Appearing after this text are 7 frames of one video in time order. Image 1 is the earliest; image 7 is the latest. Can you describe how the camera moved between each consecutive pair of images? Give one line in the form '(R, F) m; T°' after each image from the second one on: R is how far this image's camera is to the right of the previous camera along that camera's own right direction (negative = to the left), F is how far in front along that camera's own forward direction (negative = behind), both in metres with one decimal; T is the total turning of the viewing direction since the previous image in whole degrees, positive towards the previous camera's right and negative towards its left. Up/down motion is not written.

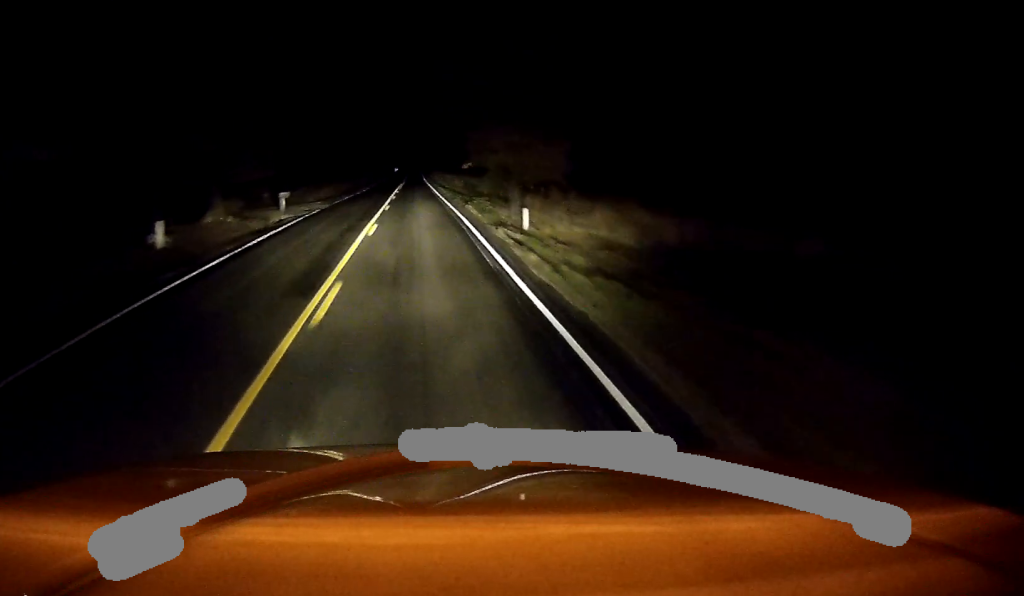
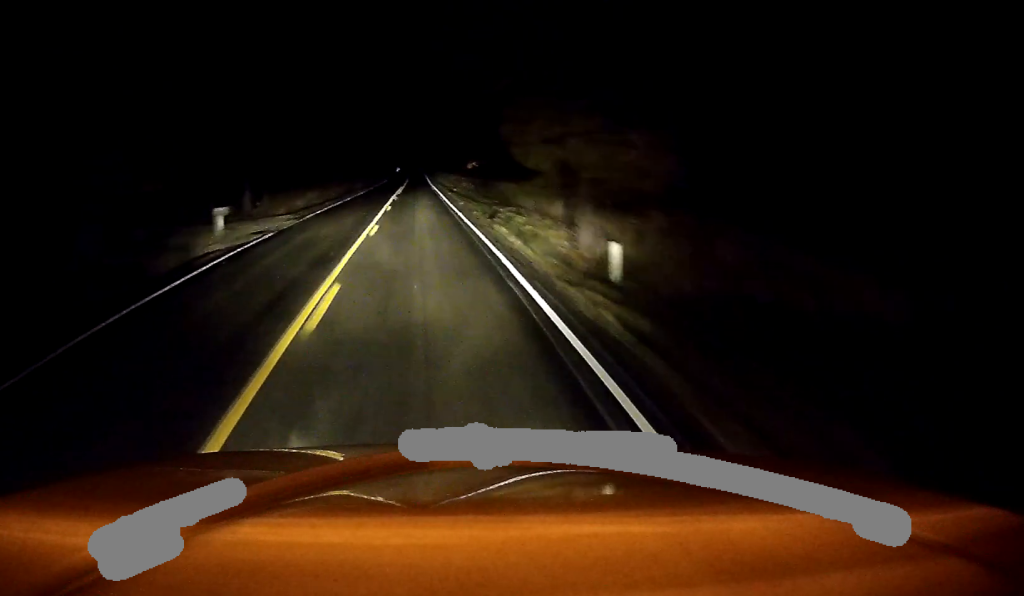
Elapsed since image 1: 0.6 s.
(+0.1, +12.0) m; 0°
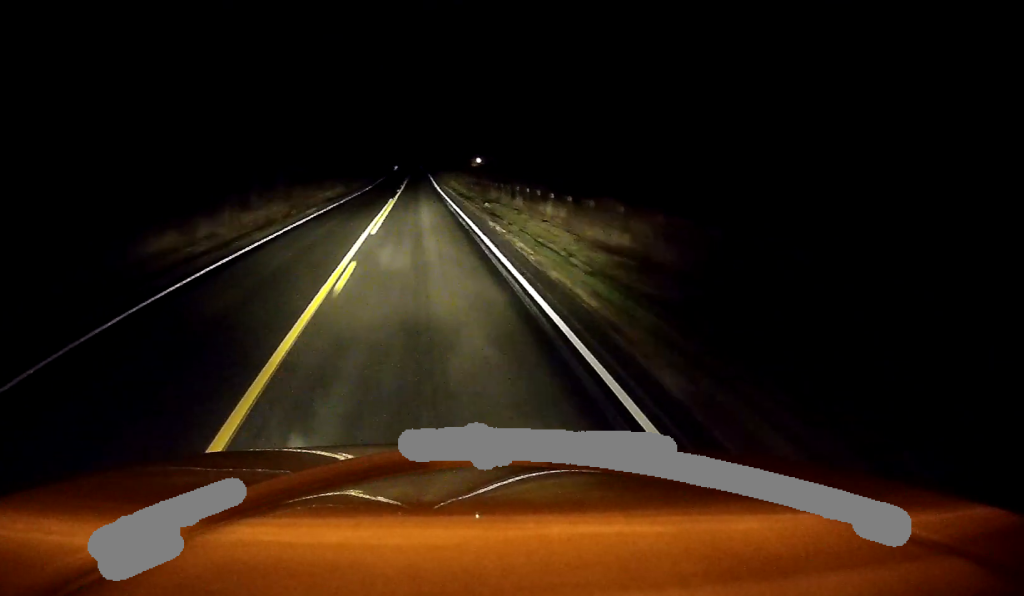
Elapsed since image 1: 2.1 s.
(-0.5, +29.3) m; -1°
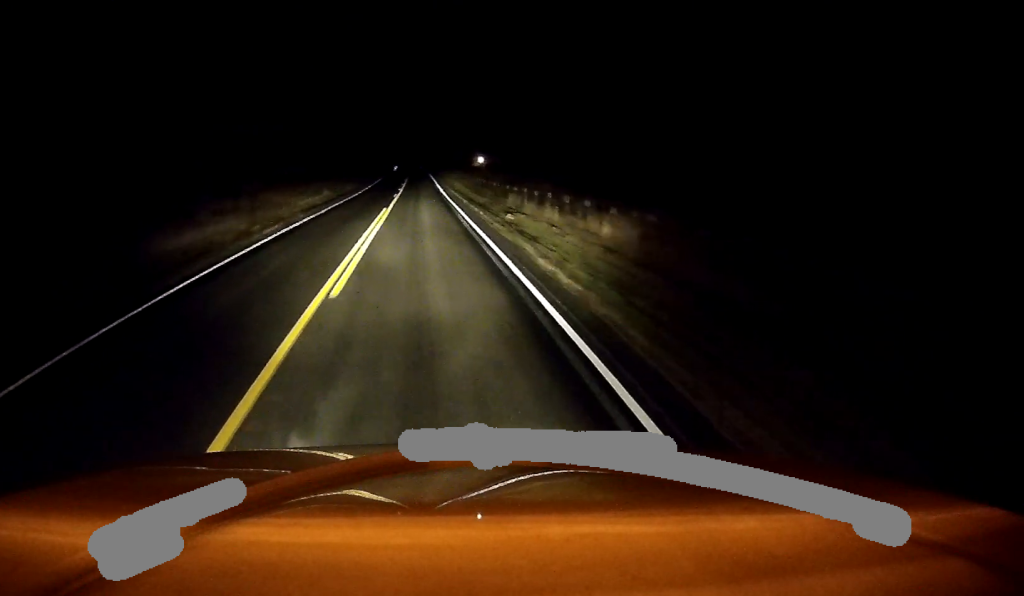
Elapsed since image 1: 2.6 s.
(-0.1, +9.1) m; 0°
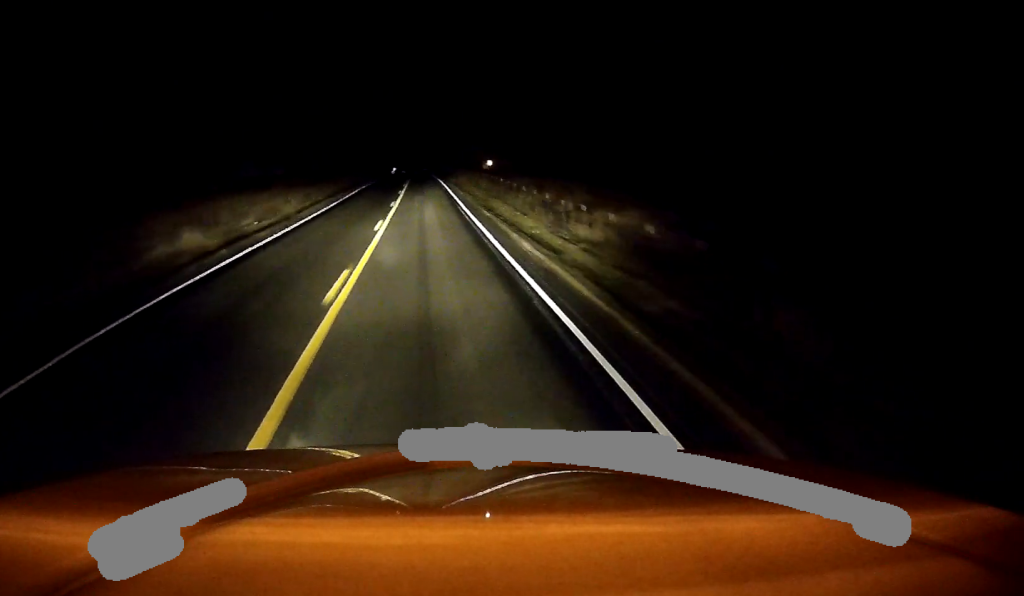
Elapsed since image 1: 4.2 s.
(0.0, +34.7) m; 0°
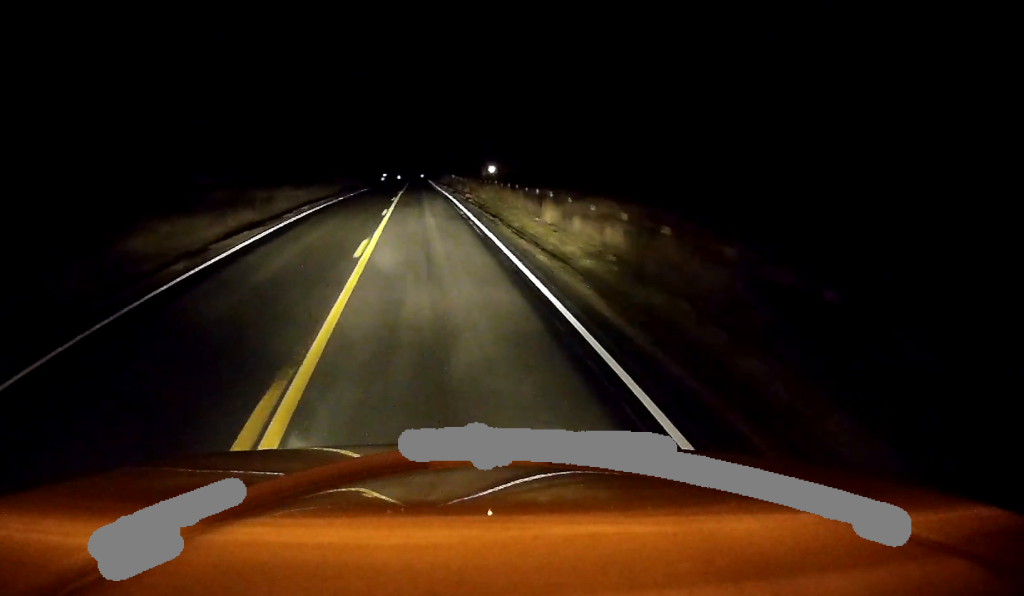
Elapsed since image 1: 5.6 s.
(+0.4, +31.8) m; +1°
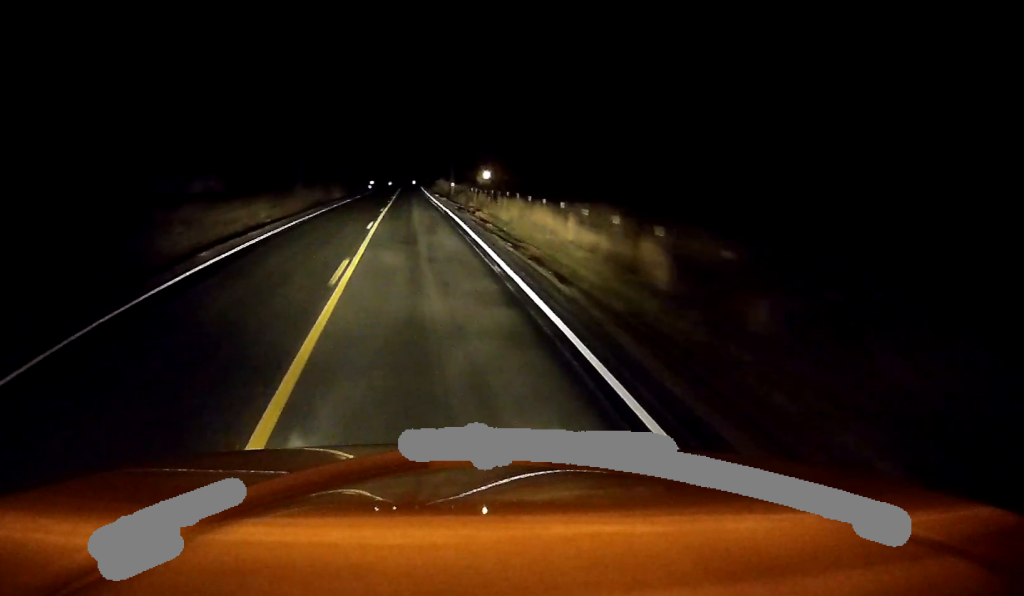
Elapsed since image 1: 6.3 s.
(-0.1, +15.8) m; -1°
